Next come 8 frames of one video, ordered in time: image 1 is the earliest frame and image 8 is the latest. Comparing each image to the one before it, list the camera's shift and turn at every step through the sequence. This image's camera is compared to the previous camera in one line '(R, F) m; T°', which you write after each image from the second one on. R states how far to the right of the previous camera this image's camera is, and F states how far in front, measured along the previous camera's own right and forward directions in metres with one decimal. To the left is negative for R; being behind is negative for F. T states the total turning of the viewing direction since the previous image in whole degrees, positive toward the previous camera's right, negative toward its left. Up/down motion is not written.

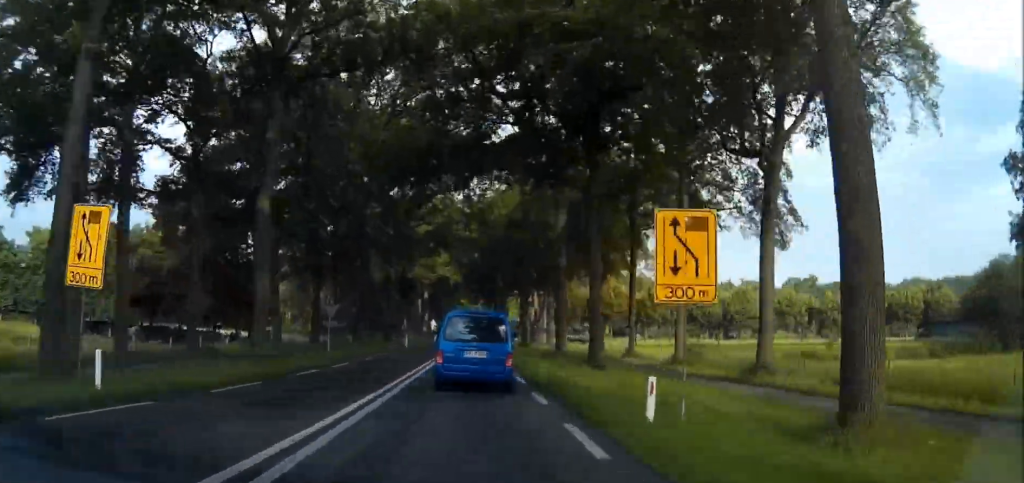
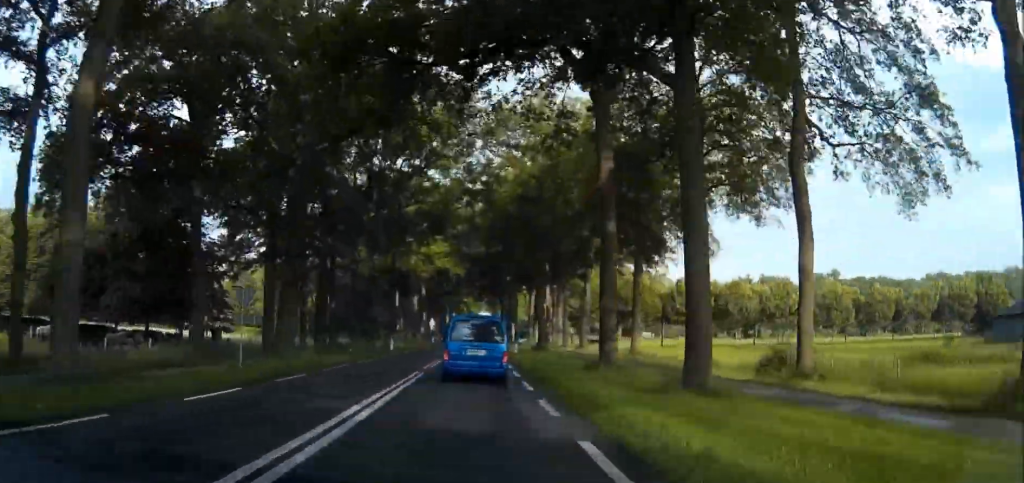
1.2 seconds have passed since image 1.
(0.0, +13.7) m; -1°
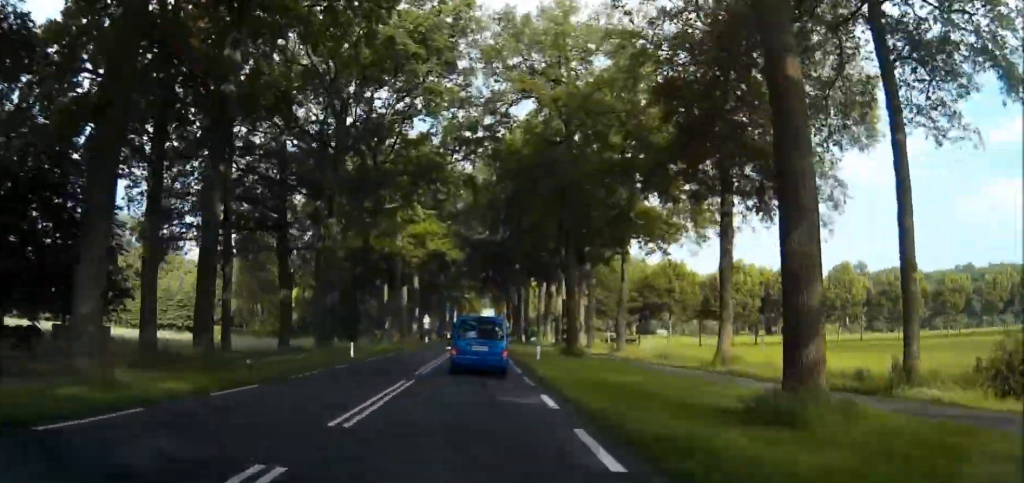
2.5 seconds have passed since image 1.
(+0.3, +15.8) m; -1°
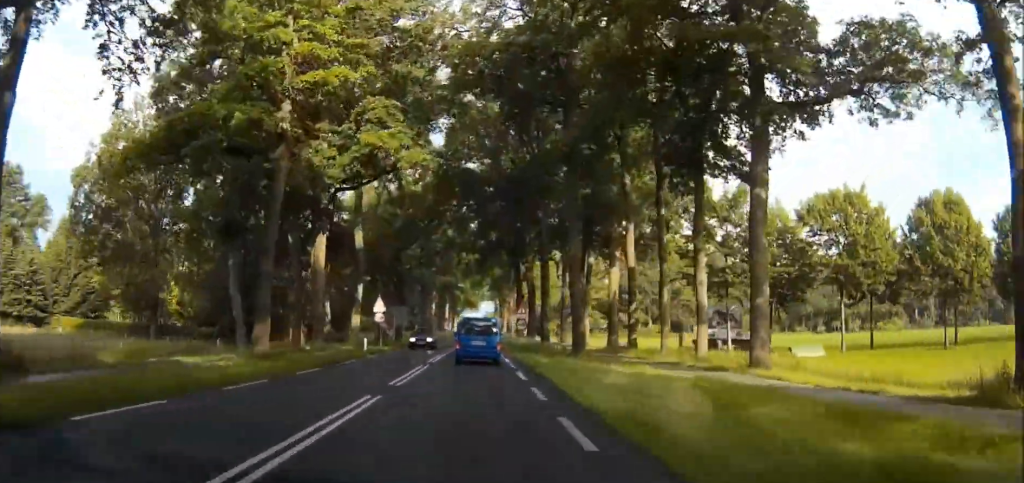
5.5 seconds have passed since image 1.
(-1.7, +39.1) m; -3°
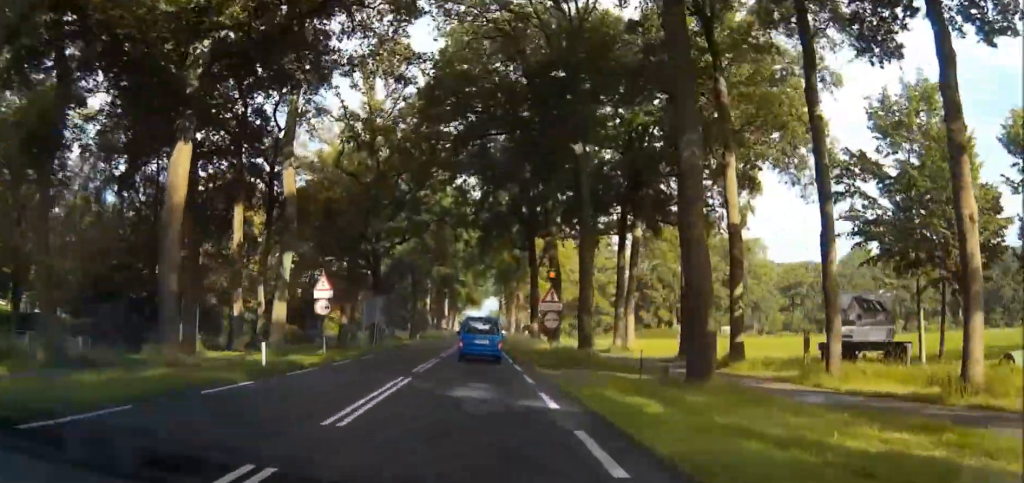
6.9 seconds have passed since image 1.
(-0.1, +18.9) m; 0°
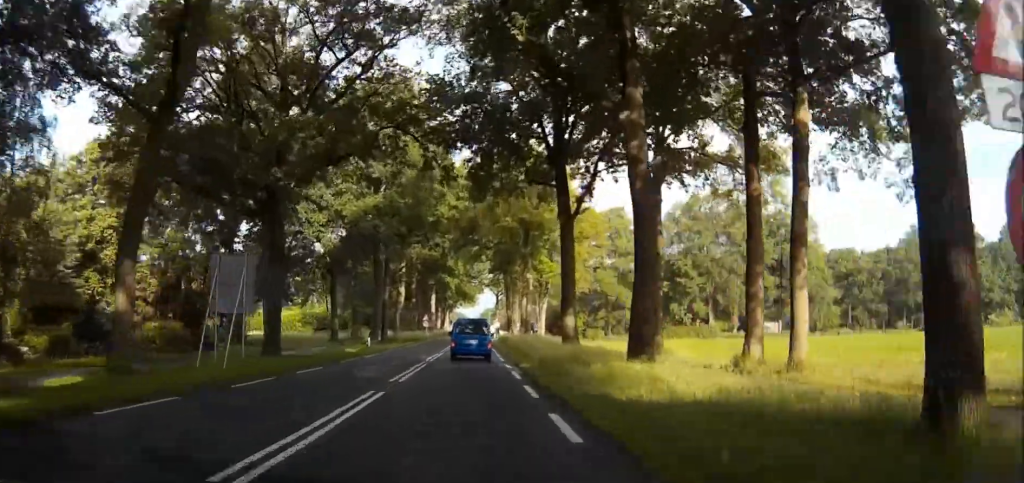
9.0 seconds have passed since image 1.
(0.0, +28.4) m; 0°
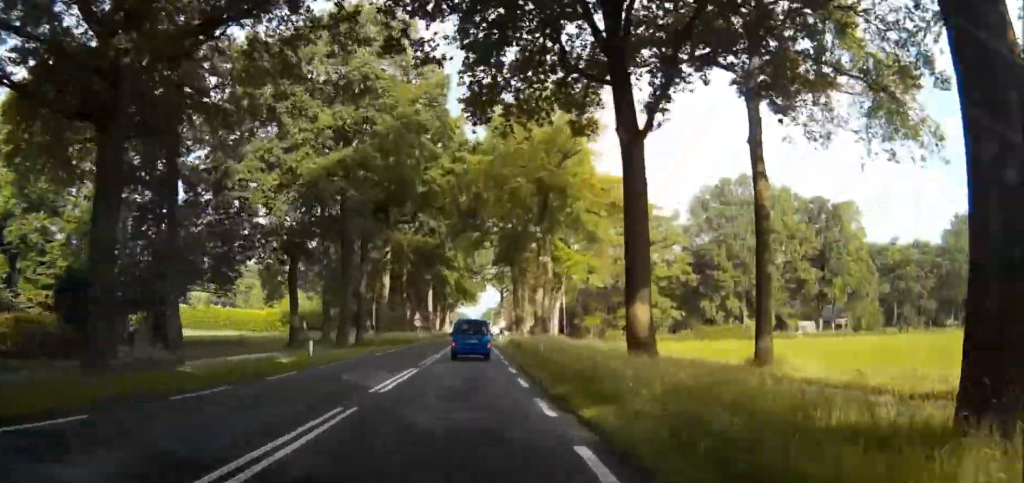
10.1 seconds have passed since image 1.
(+0.1, +14.8) m; 0°
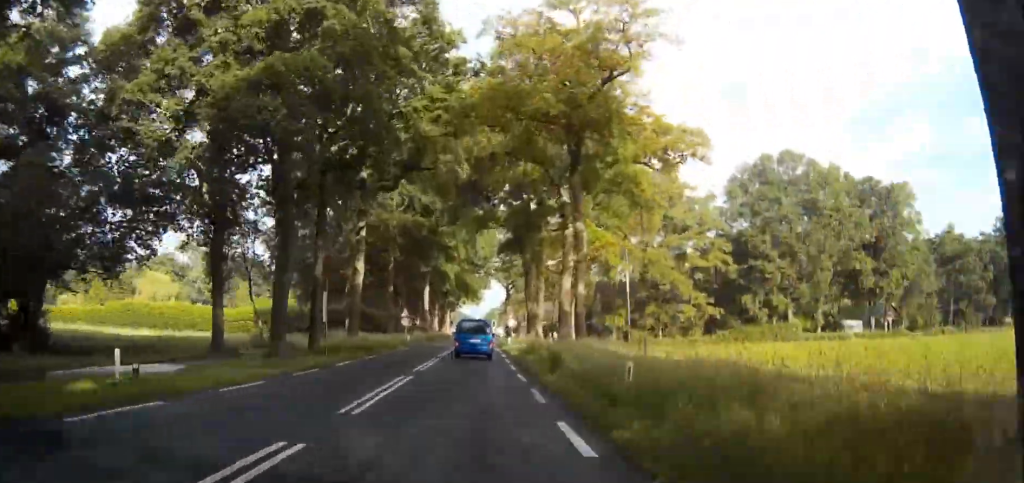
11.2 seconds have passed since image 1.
(0.0, +16.0) m; 0°
